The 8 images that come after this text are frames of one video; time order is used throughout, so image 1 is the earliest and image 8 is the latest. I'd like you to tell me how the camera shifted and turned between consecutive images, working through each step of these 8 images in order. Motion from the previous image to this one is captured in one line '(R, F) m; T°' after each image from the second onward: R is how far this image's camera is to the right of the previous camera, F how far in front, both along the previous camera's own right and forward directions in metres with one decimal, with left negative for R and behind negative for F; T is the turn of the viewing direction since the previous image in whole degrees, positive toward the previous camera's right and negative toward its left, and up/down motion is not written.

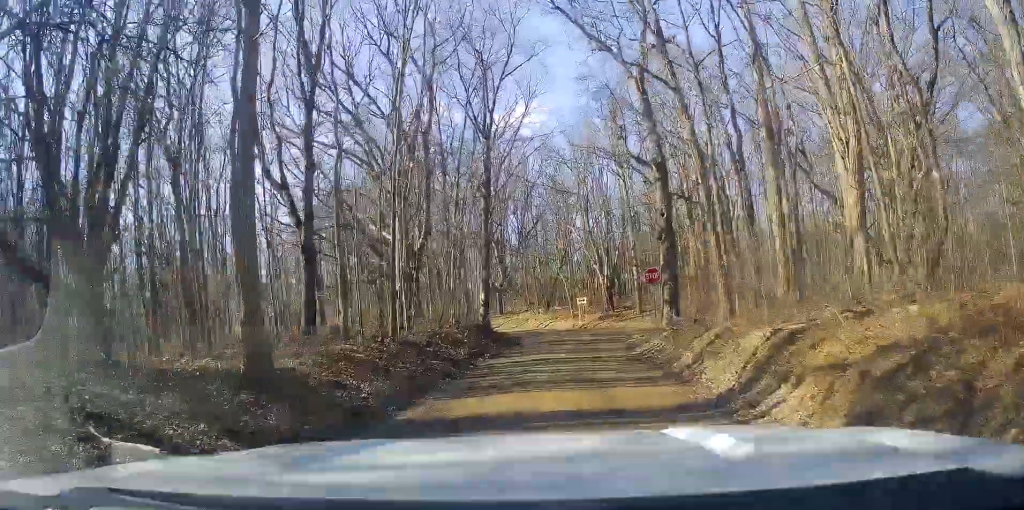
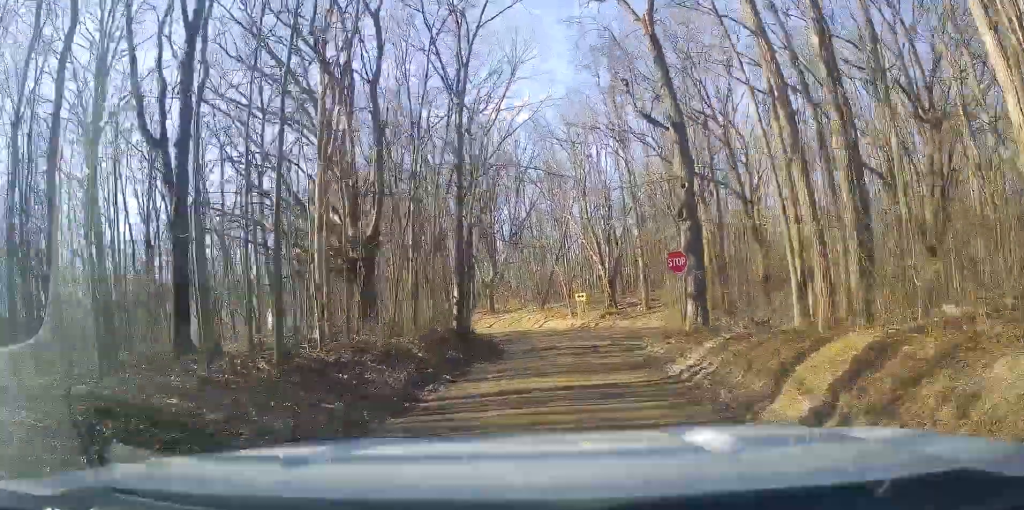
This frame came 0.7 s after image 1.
(+0.1, +6.9) m; +1°
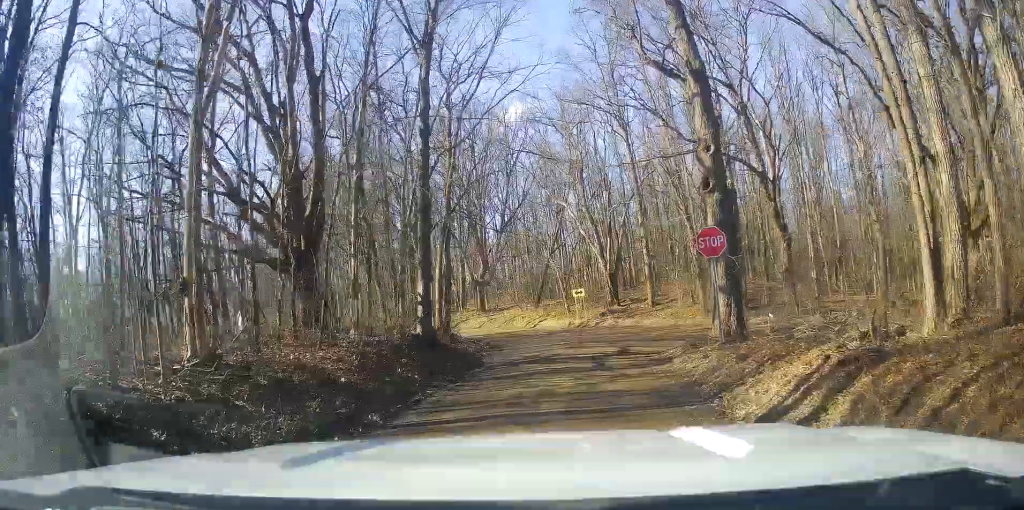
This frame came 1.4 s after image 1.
(0.0, +5.6) m; 0°
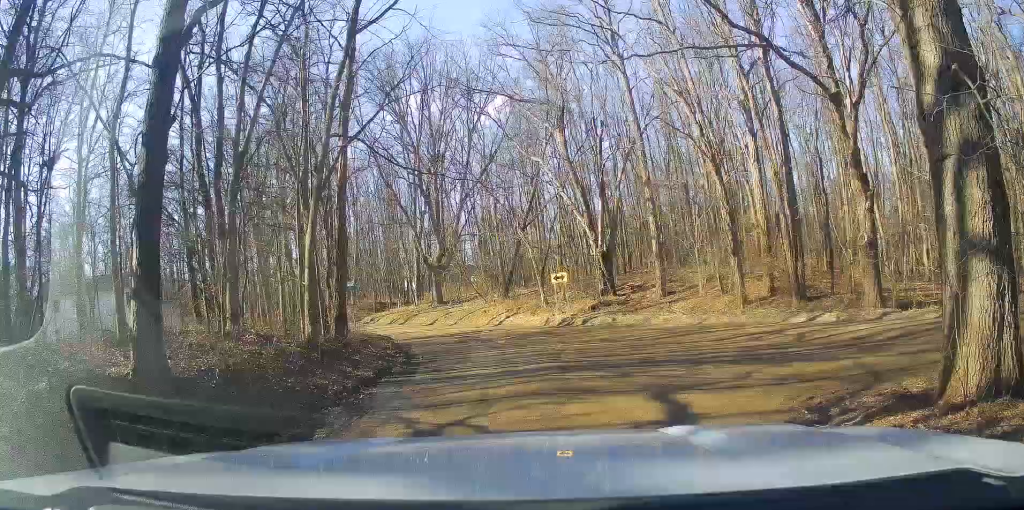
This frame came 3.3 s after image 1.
(-0.1, +14.6) m; +5°
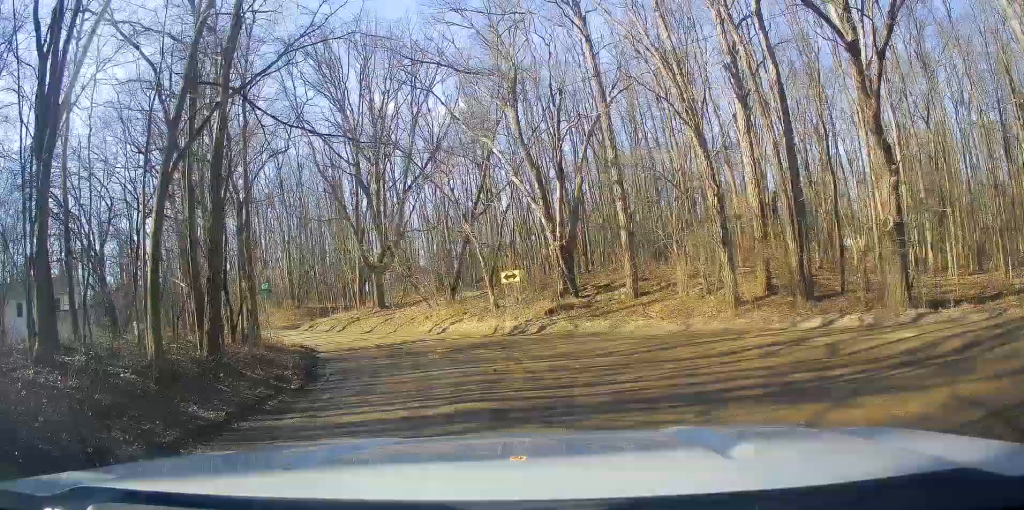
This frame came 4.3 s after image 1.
(+0.7, +6.7) m; +5°
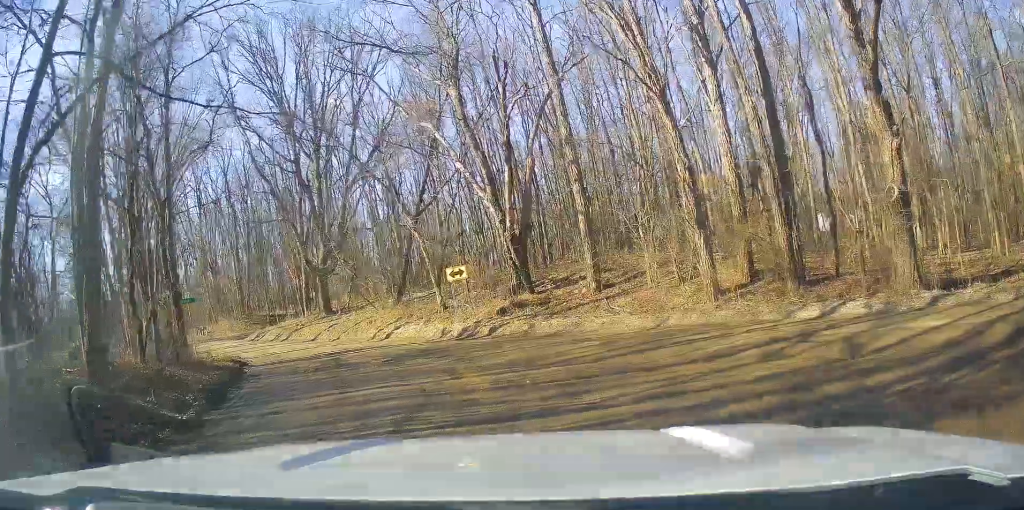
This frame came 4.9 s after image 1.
(0.0, +3.9) m; -1°
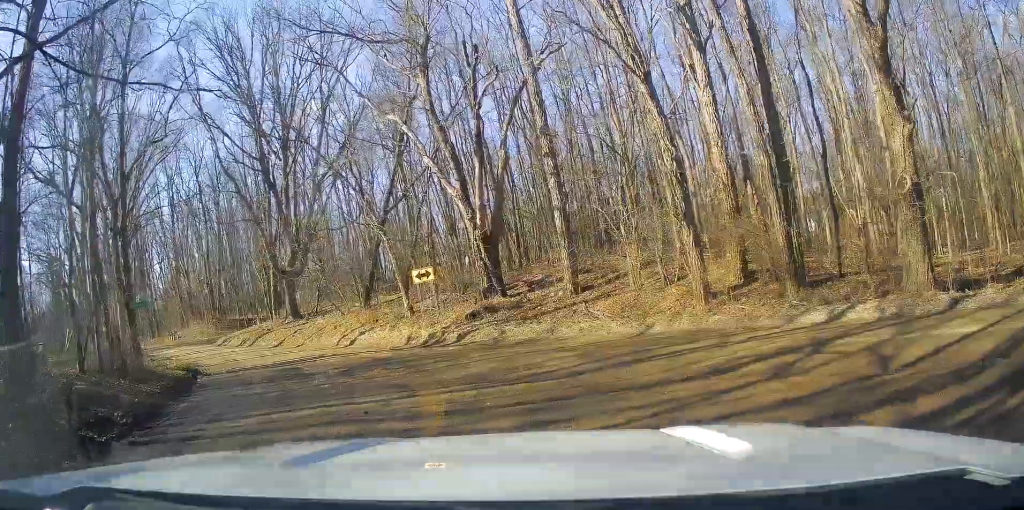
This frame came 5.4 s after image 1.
(0.0, +2.2) m; +1°
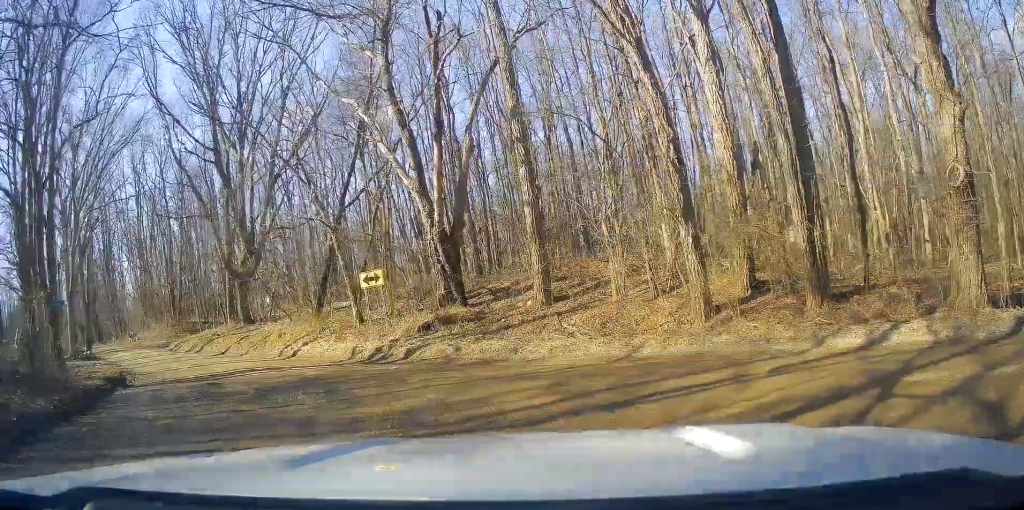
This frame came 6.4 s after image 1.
(0.0, +3.7) m; +5°
